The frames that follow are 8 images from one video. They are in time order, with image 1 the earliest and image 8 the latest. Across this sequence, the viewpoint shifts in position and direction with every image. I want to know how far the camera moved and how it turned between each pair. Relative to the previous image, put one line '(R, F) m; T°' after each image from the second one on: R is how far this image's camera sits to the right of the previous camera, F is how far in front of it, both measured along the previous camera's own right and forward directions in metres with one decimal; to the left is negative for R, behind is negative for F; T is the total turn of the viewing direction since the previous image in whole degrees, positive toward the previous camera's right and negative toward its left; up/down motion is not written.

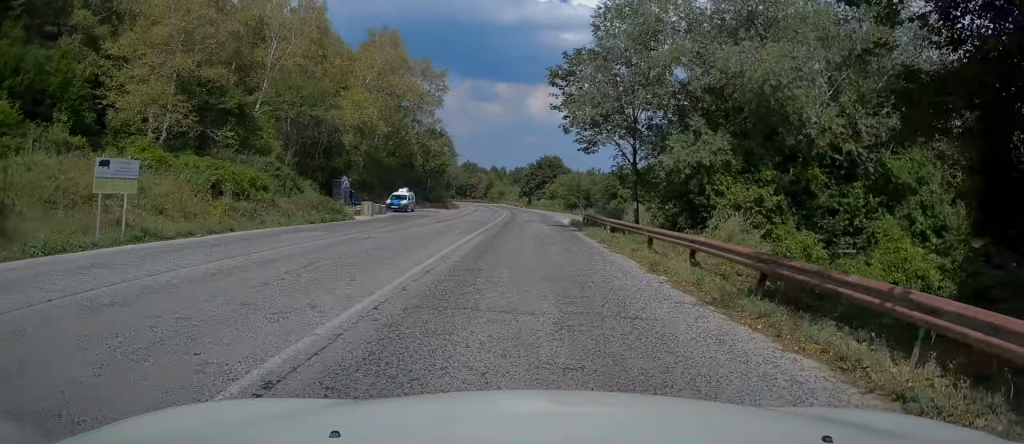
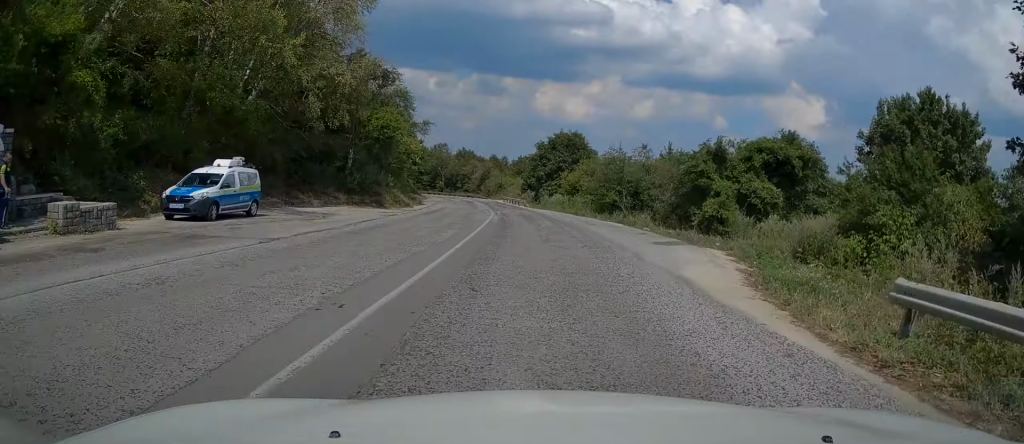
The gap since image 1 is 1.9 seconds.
(+1.9, +33.1) m; +4°
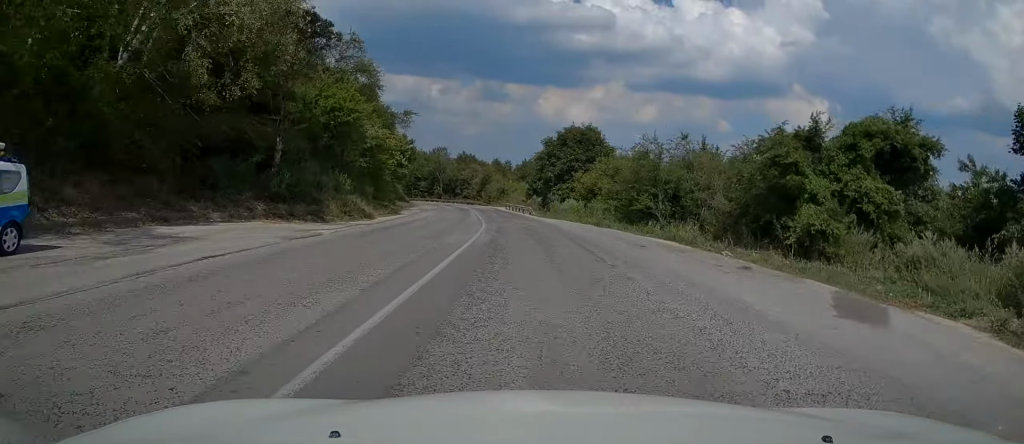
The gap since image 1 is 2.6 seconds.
(-0.1, +11.8) m; -1°
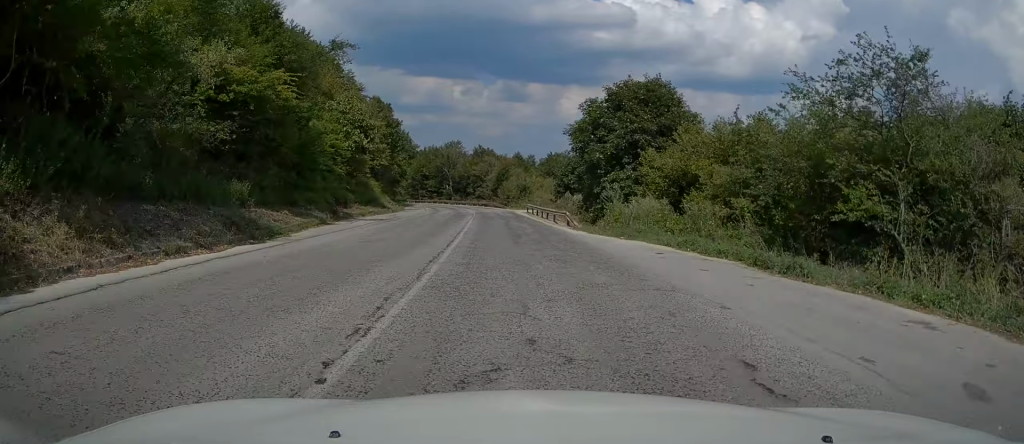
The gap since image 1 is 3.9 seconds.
(-0.6, +23.5) m; -3°
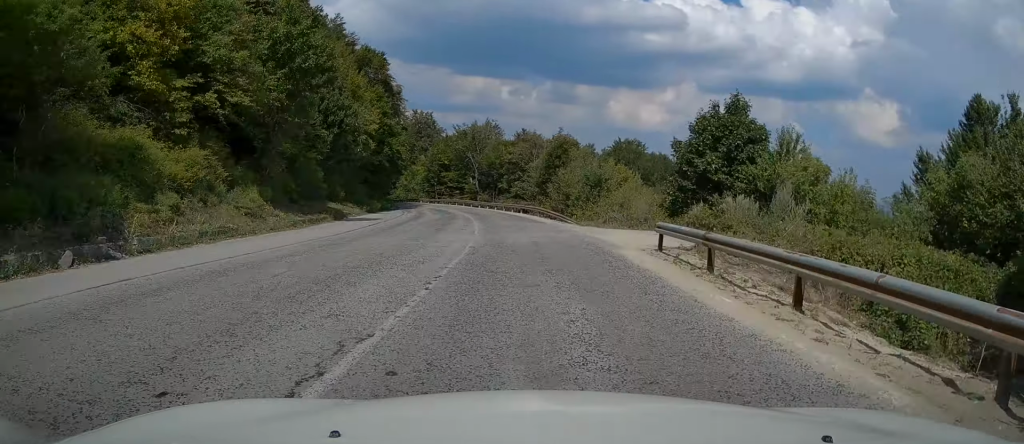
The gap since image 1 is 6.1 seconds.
(-1.1, +37.9) m; -3°
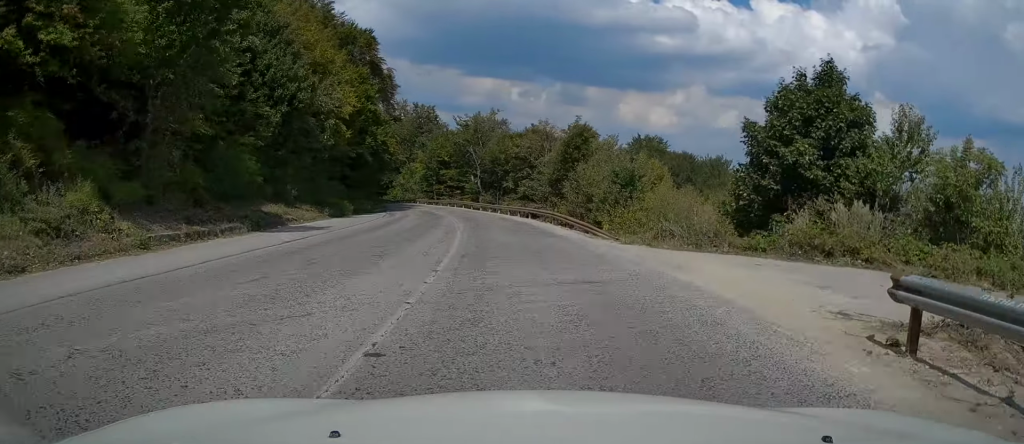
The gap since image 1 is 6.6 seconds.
(-0.1, +9.9) m; -1°
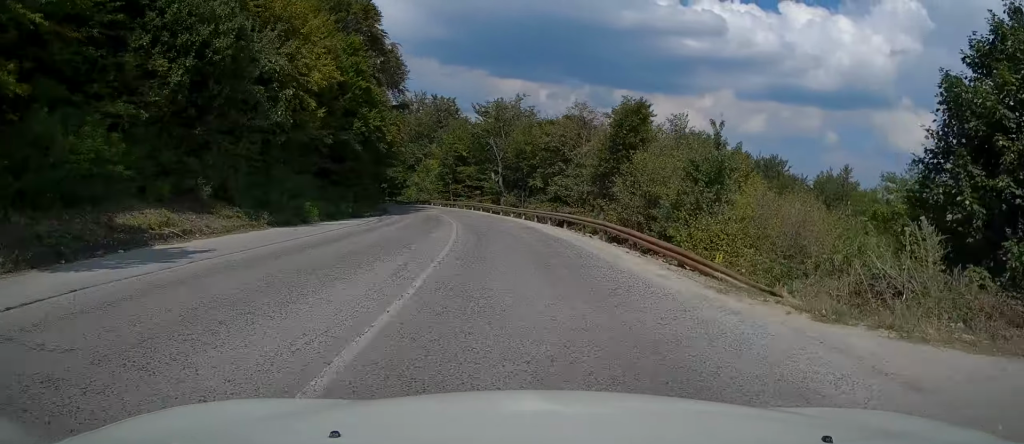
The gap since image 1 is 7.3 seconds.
(0.0, +11.1) m; -2°
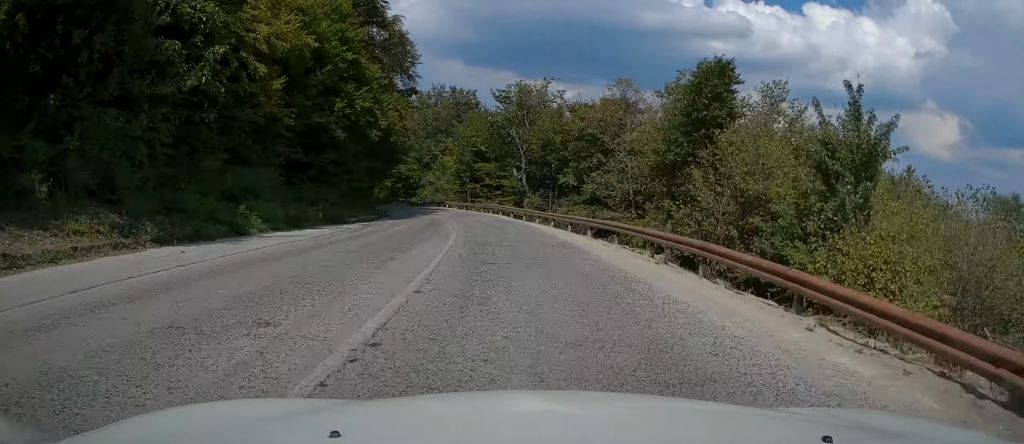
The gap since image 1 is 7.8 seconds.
(-0.1, +8.9) m; -2°
